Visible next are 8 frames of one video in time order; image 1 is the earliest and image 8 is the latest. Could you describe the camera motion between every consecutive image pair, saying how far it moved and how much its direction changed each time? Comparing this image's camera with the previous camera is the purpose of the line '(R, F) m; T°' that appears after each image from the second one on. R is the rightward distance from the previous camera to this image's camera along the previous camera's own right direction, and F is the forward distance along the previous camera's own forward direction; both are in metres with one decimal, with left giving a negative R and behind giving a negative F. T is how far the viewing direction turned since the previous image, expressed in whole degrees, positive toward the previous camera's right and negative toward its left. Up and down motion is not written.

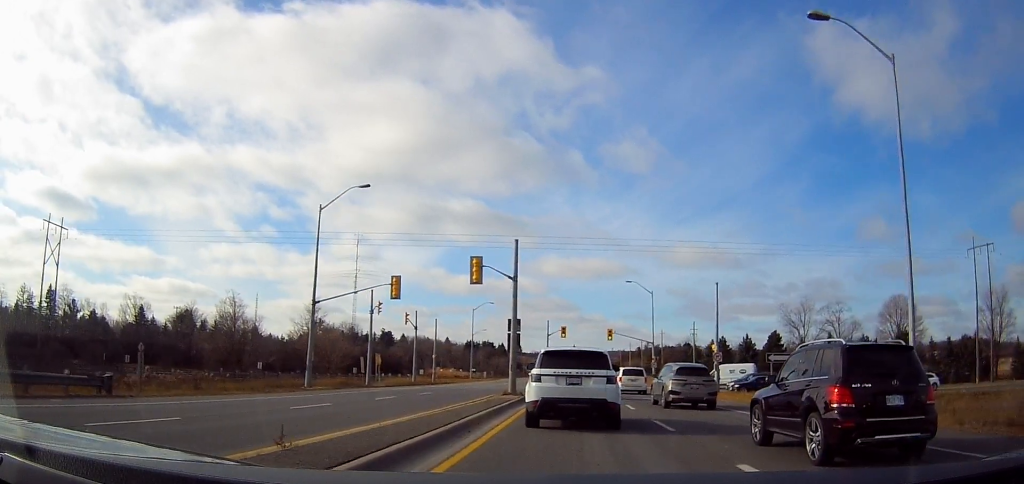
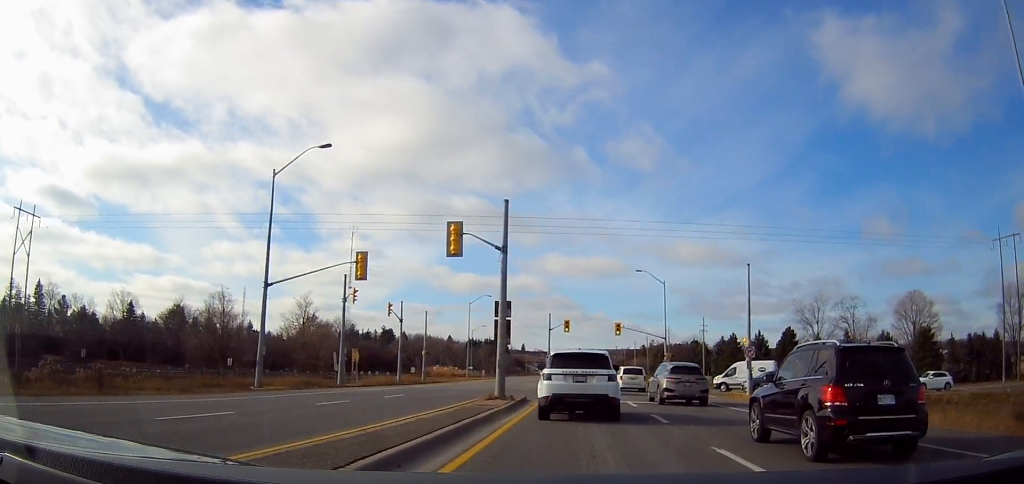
(0.0, +7.2) m; +1°
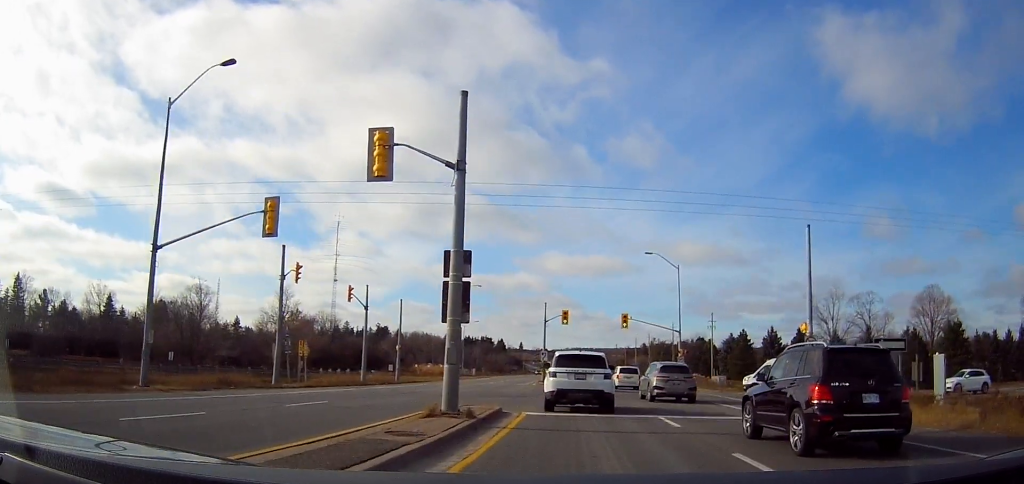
(+0.1, +10.0) m; +1°
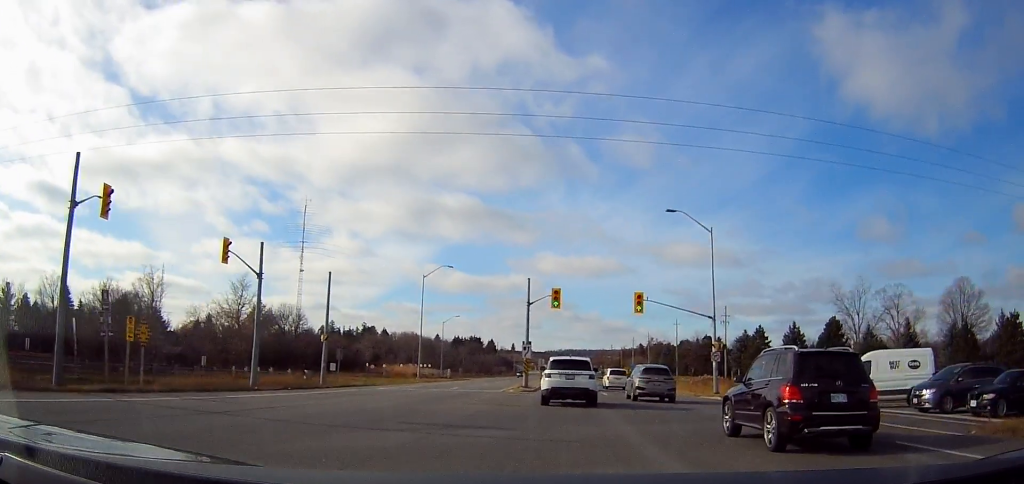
(+0.1, +17.1) m; +1°
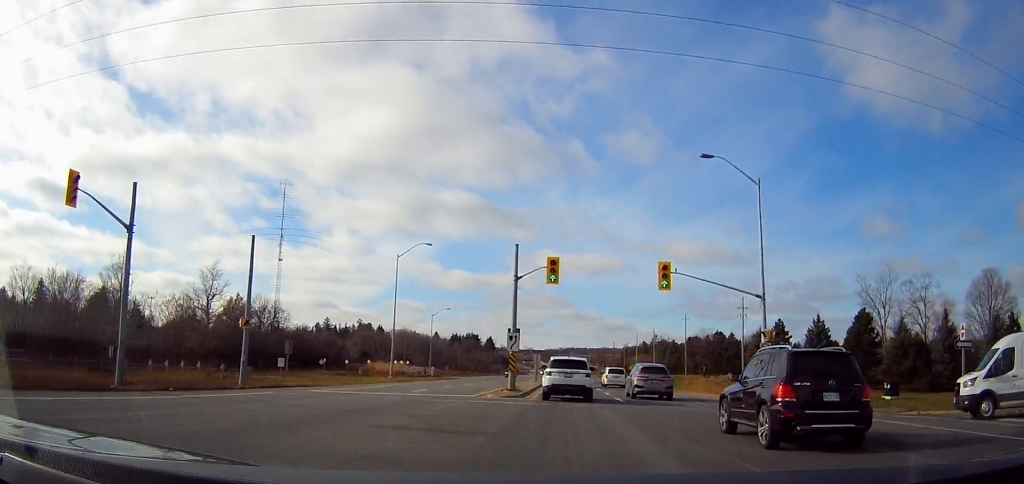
(+0.1, +11.3) m; +1°
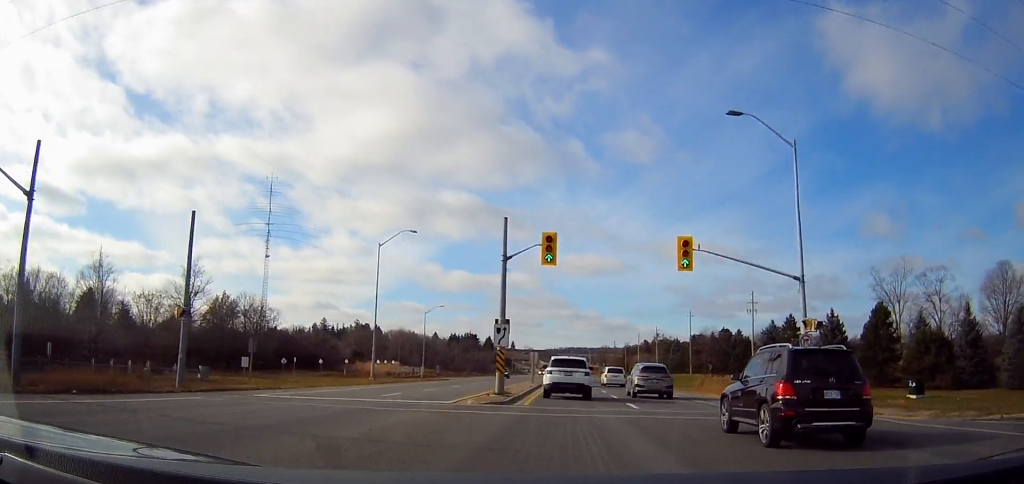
(0.0, +5.8) m; 0°
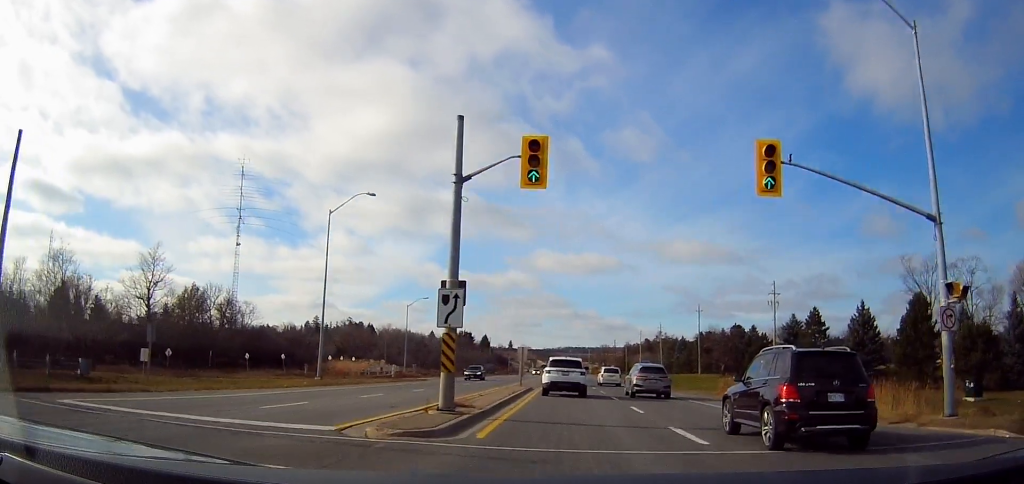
(0.0, +11.3) m; 0°
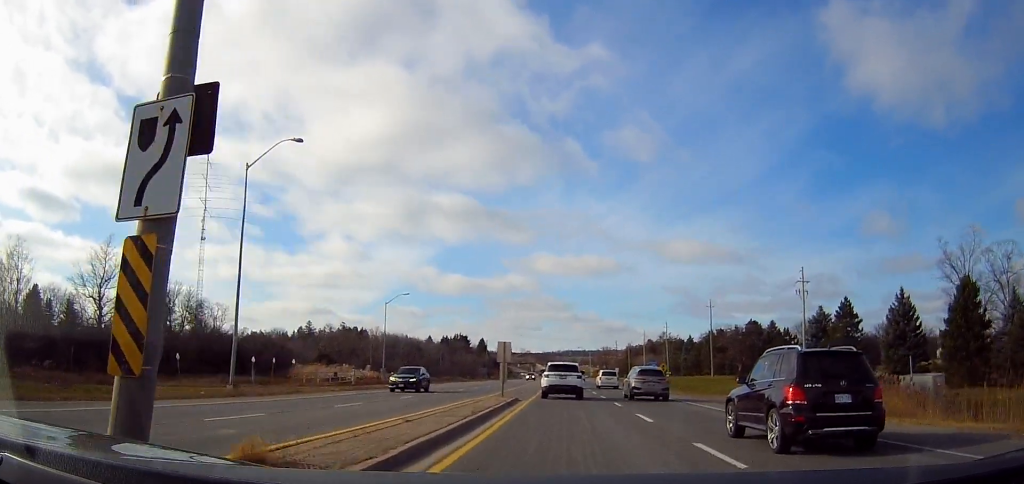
(+0.1, +11.7) m; -2°
